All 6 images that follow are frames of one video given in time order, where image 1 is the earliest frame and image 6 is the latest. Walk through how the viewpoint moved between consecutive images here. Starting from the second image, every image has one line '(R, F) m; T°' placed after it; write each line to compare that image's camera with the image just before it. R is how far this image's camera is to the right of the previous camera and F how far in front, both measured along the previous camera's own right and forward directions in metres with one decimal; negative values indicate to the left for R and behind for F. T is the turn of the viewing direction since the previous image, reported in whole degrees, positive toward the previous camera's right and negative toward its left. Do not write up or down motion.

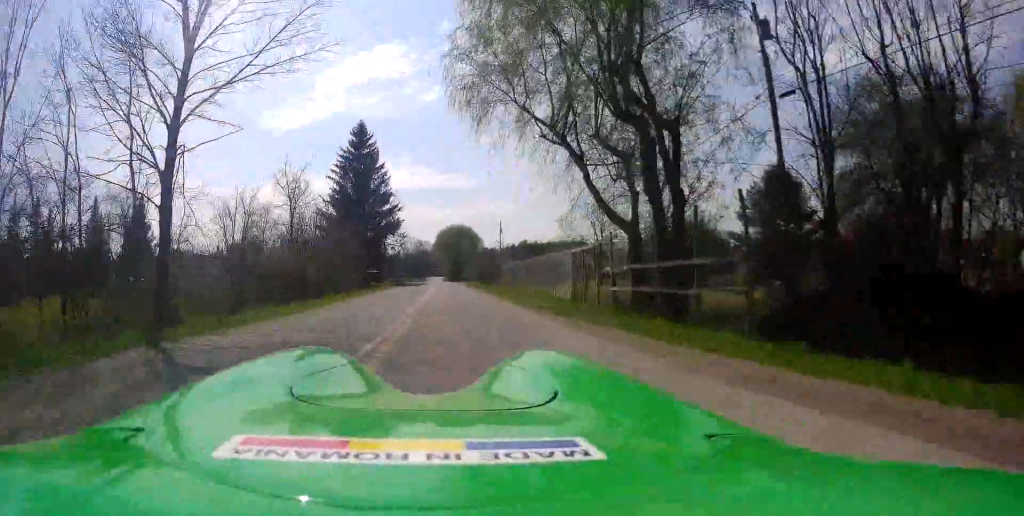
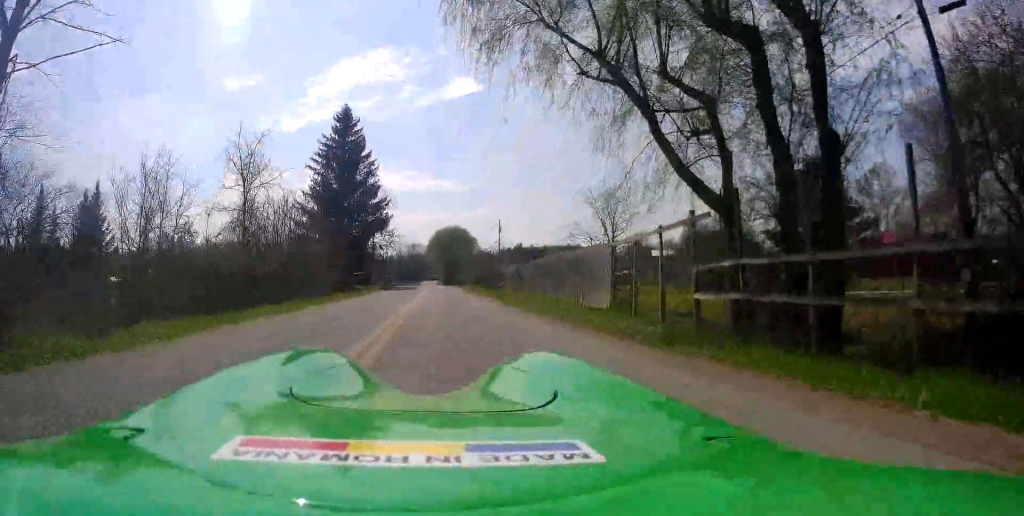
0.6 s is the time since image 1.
(+0.1, +7.9) m; 0°
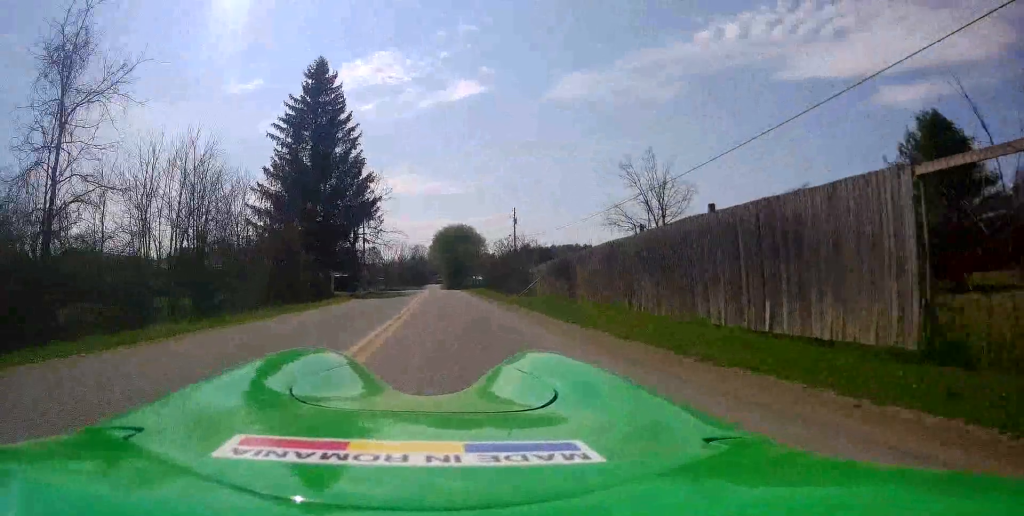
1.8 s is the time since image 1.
(+0.1, +14.6) m; -1°
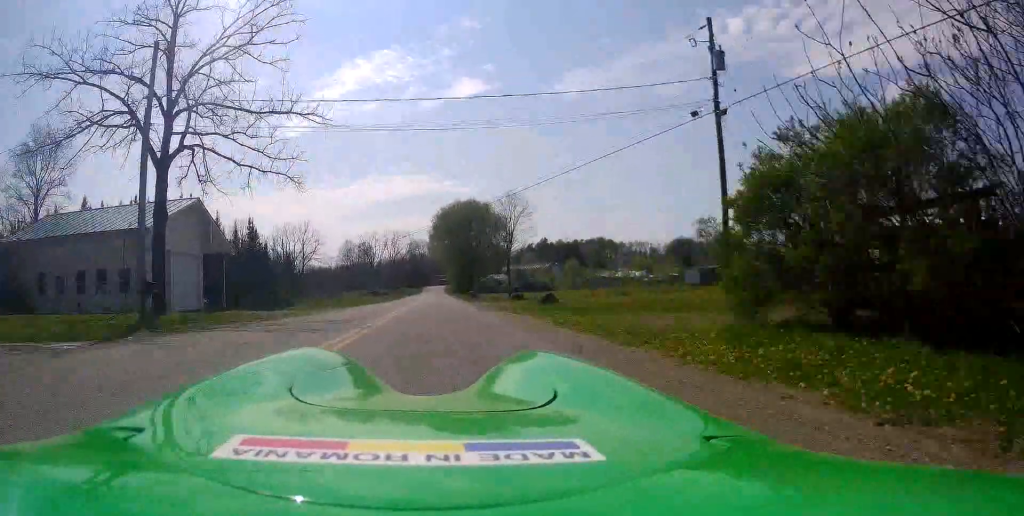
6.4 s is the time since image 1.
(-0.2, +55.1) m; +1°
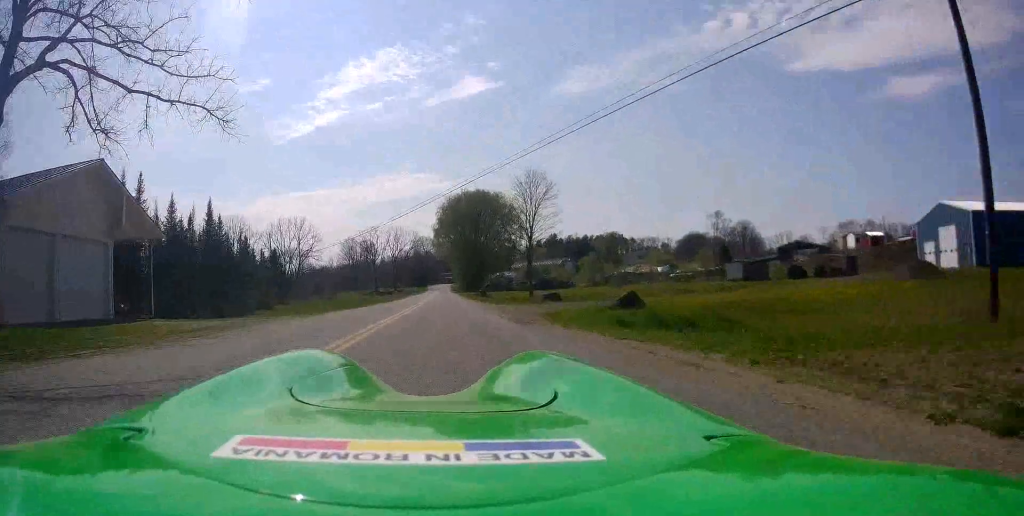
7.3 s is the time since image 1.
(+0.4, +11.1) m; -1°
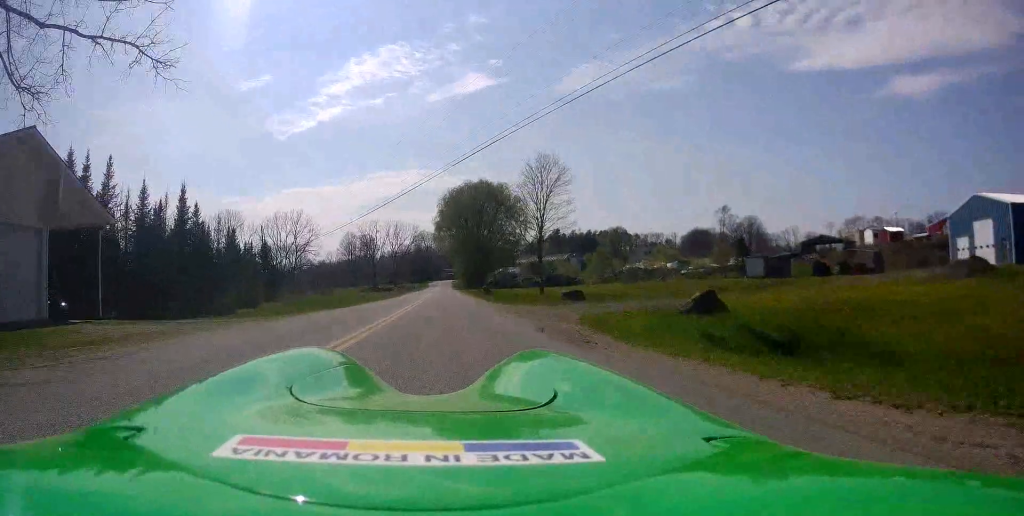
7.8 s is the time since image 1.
(-0.3, +5.2) m; 0°
